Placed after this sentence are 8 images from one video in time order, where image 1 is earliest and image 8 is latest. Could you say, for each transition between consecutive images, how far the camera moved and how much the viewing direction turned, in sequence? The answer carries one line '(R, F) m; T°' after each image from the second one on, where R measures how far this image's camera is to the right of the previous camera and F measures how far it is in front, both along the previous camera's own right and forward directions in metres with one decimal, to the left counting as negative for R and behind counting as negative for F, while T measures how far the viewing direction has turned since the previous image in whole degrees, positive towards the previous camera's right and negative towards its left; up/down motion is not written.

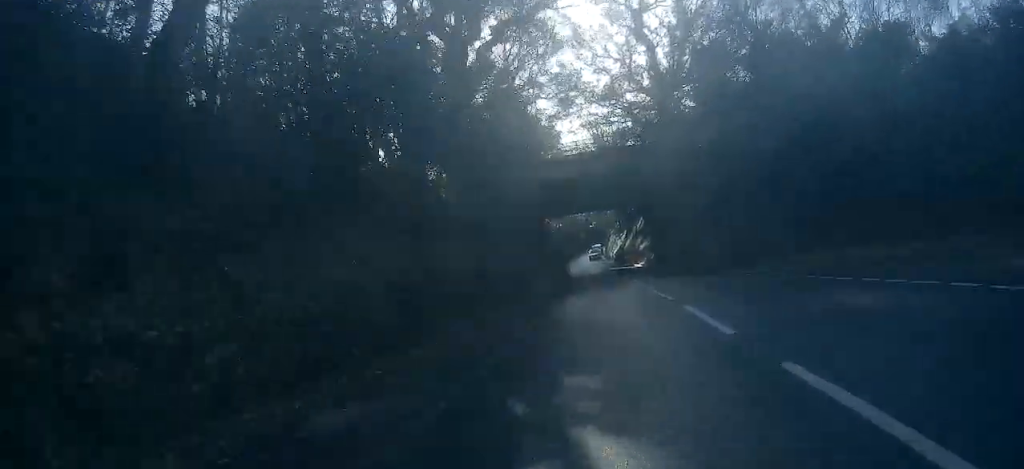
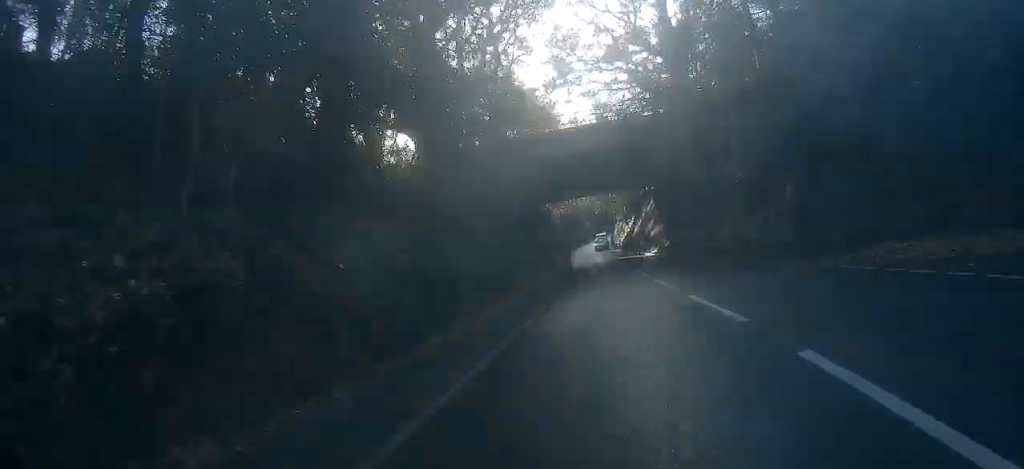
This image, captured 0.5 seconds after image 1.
(0.0, +6.3) m; 0°
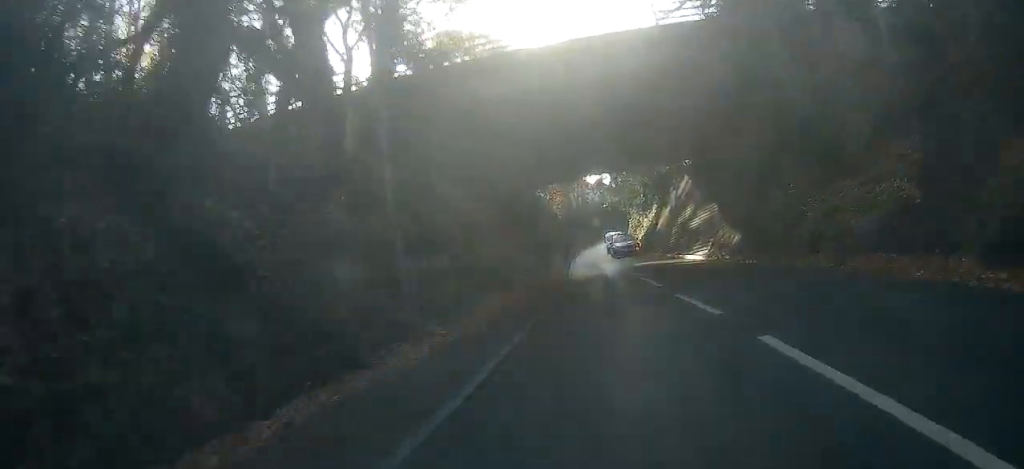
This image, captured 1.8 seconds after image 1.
(-0.2, +17.3) m; -1°
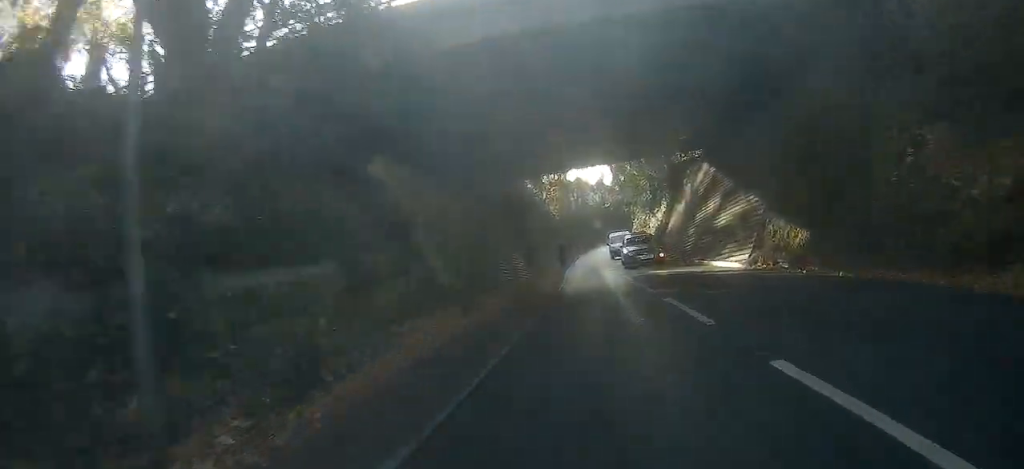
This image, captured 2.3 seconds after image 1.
(-0.1, +6.5) m; -1°
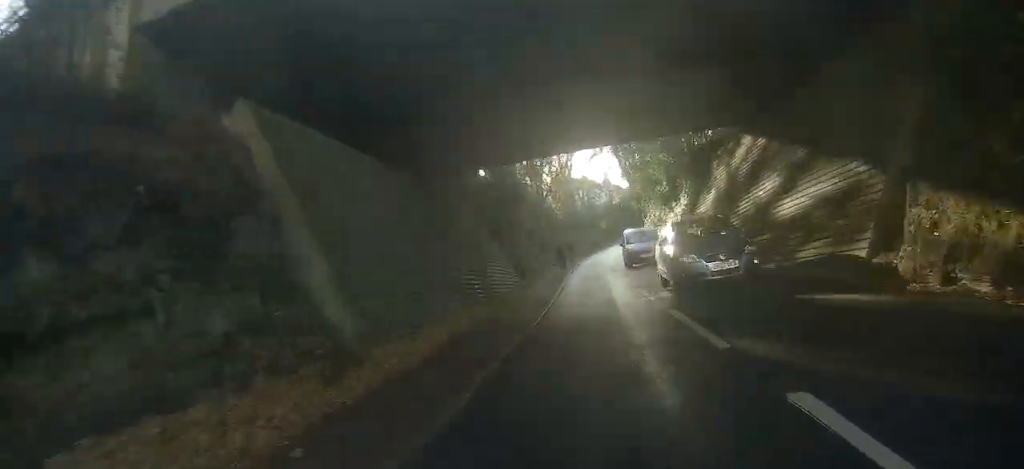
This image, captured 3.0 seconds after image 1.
(0.0, +7.3) m; 0°
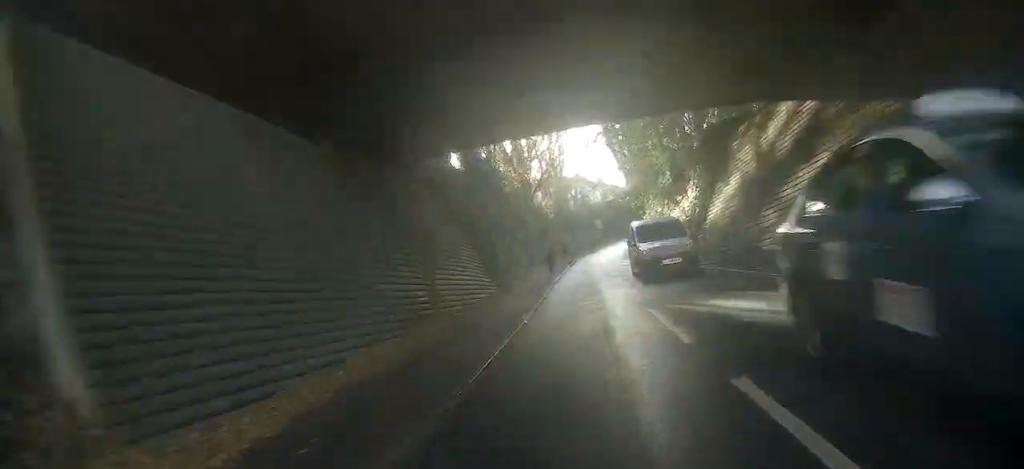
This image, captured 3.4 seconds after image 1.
(0.0, +5.3) m; 0°
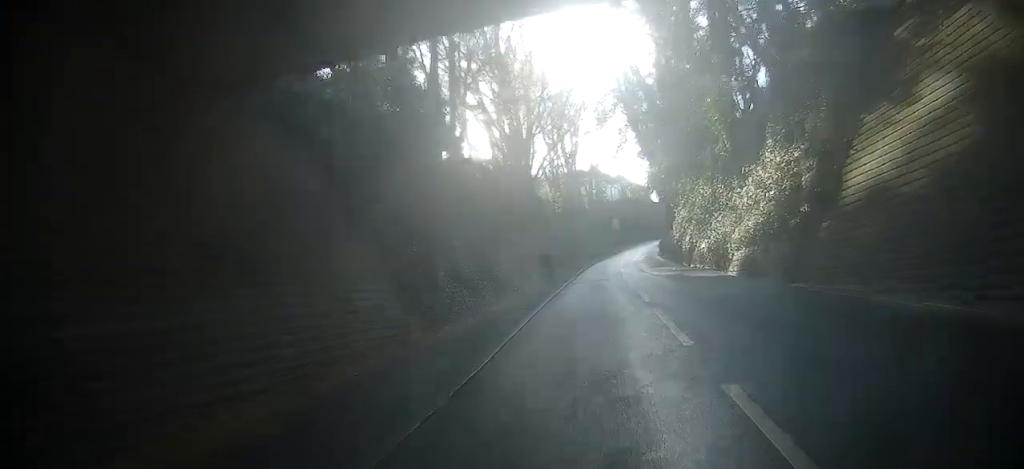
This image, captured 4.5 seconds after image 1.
(-0.1, +12.0) m; 0°
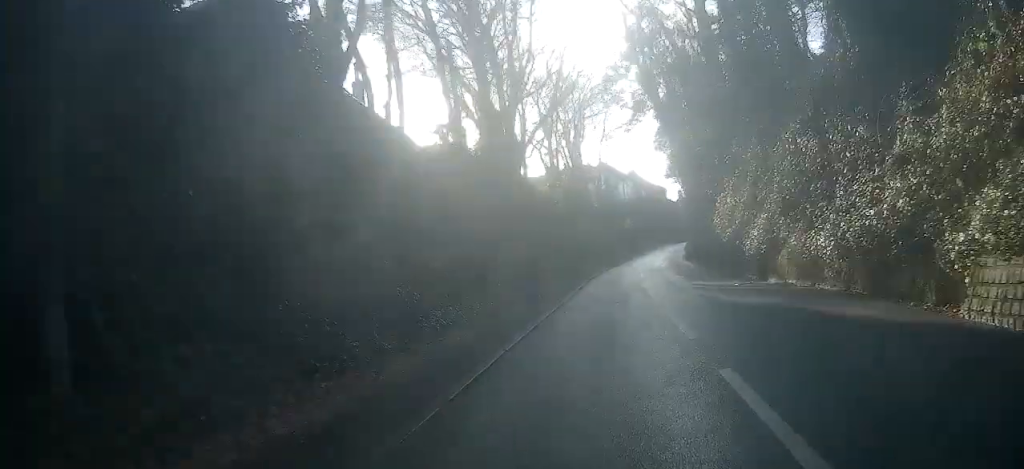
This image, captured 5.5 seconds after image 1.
(0.0, +10.9) m; 0°
